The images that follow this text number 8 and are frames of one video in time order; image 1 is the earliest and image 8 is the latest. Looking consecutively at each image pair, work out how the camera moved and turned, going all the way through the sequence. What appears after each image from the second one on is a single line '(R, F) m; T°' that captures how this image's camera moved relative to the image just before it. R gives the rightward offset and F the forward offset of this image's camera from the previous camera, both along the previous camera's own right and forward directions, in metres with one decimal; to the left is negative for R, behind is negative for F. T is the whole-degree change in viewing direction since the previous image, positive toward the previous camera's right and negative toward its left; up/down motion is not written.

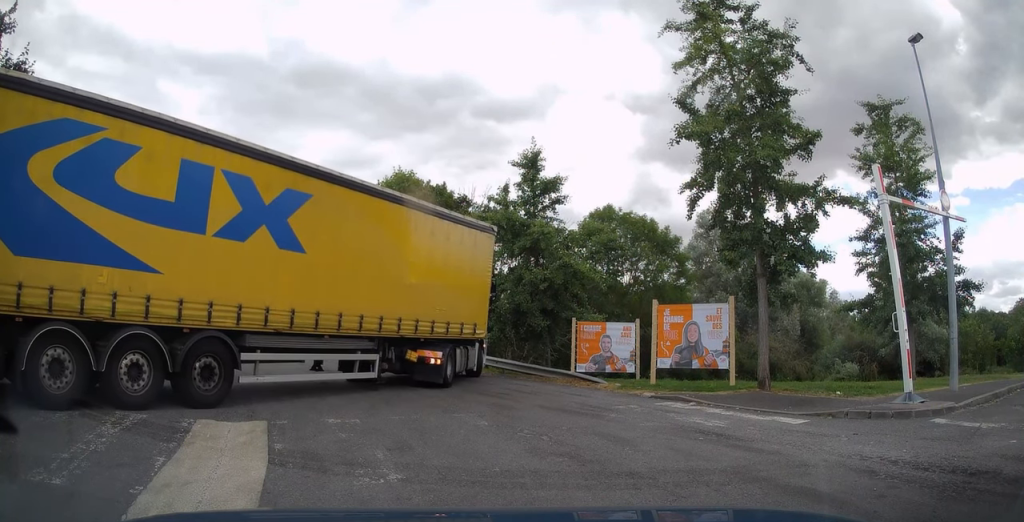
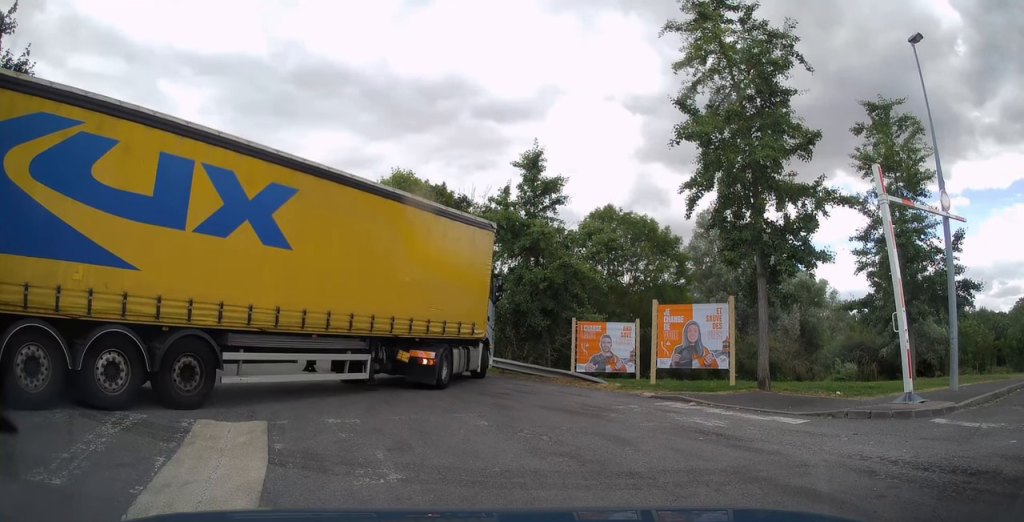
(0.0, 0.0) m; 0°
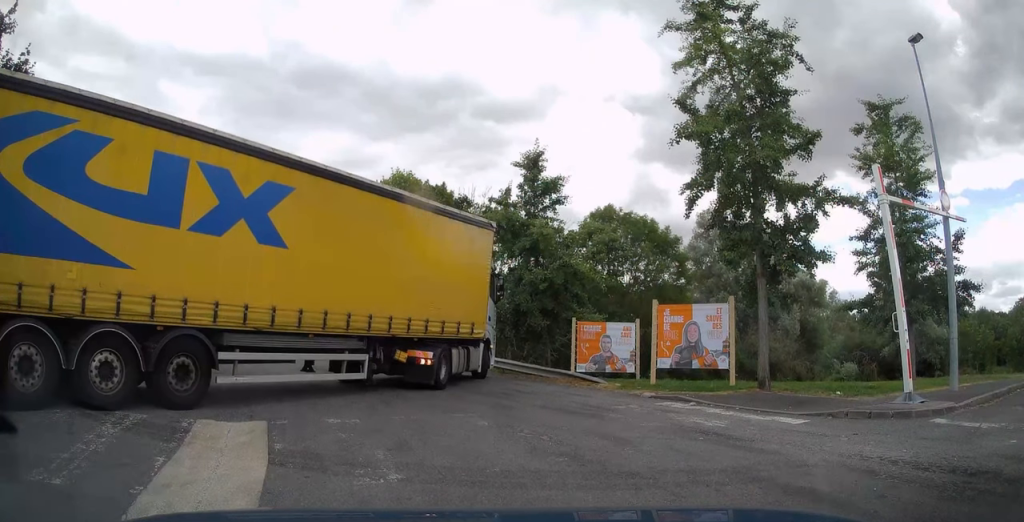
(0.0, 0.0) m; 0°
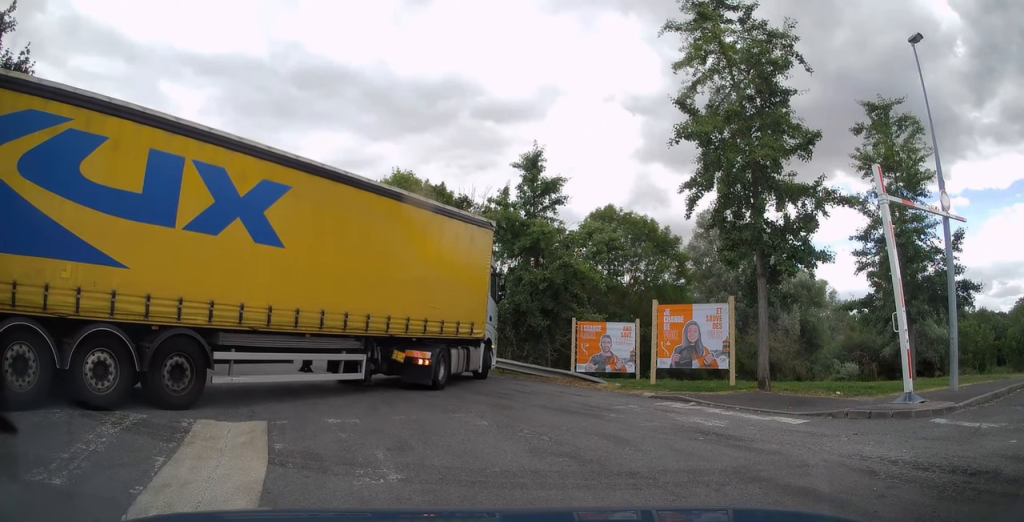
(0.0, 0.0) m; 0°
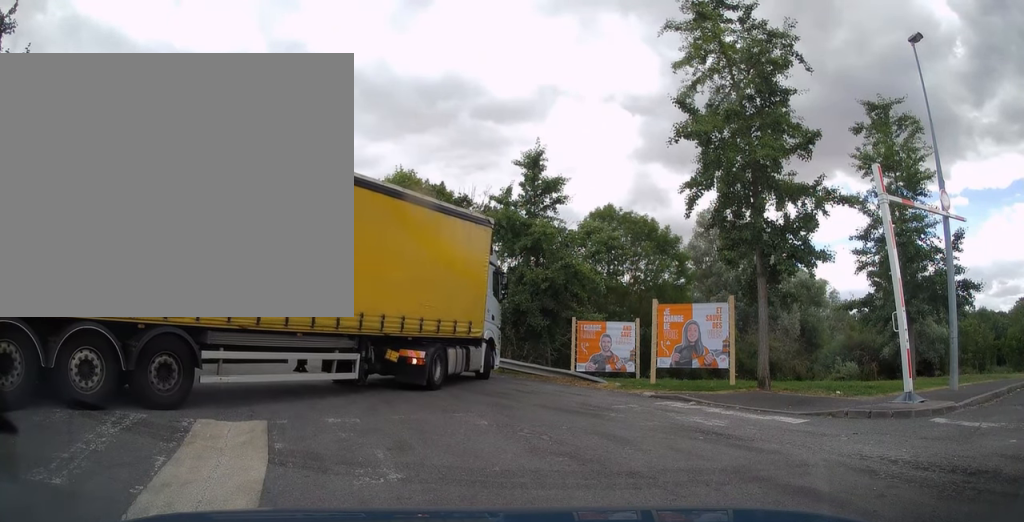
(0.0, 0.0) m; 0°
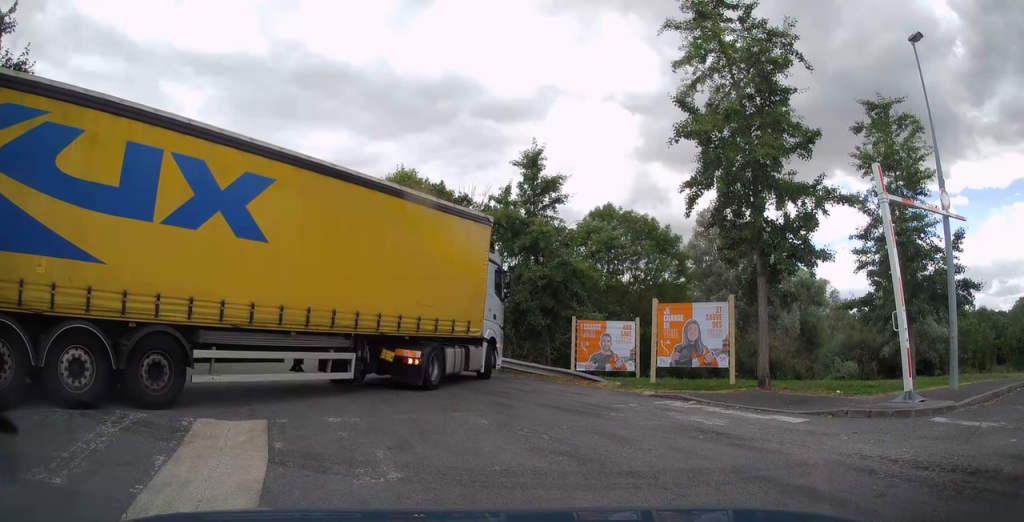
(0.0, 0.0) m; 0°
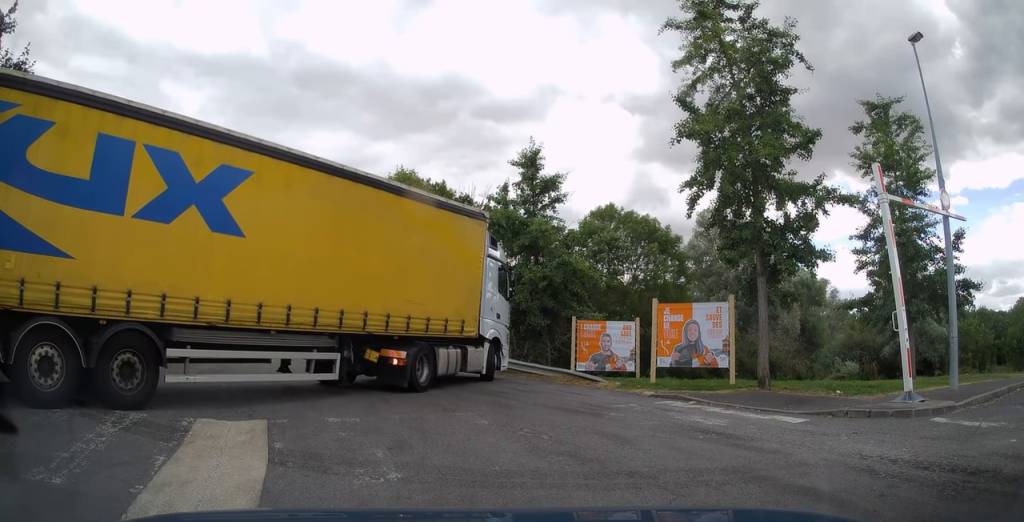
(0.0, 0.0) m; 0°
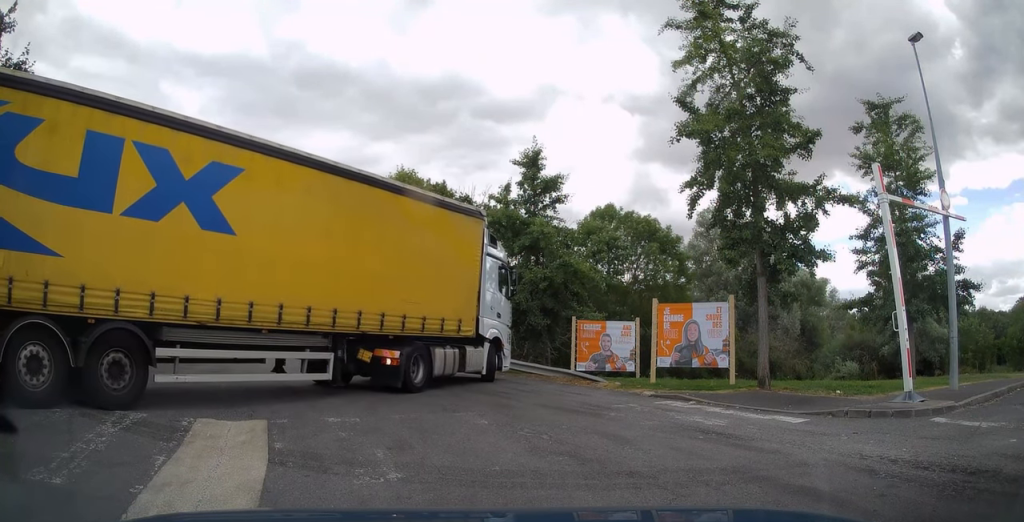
(0.0, 0.0) m; 0°
